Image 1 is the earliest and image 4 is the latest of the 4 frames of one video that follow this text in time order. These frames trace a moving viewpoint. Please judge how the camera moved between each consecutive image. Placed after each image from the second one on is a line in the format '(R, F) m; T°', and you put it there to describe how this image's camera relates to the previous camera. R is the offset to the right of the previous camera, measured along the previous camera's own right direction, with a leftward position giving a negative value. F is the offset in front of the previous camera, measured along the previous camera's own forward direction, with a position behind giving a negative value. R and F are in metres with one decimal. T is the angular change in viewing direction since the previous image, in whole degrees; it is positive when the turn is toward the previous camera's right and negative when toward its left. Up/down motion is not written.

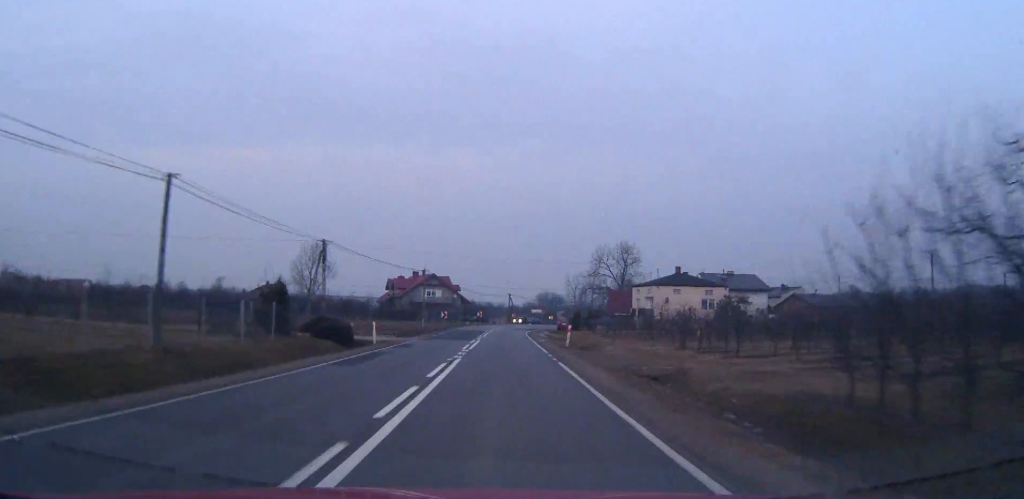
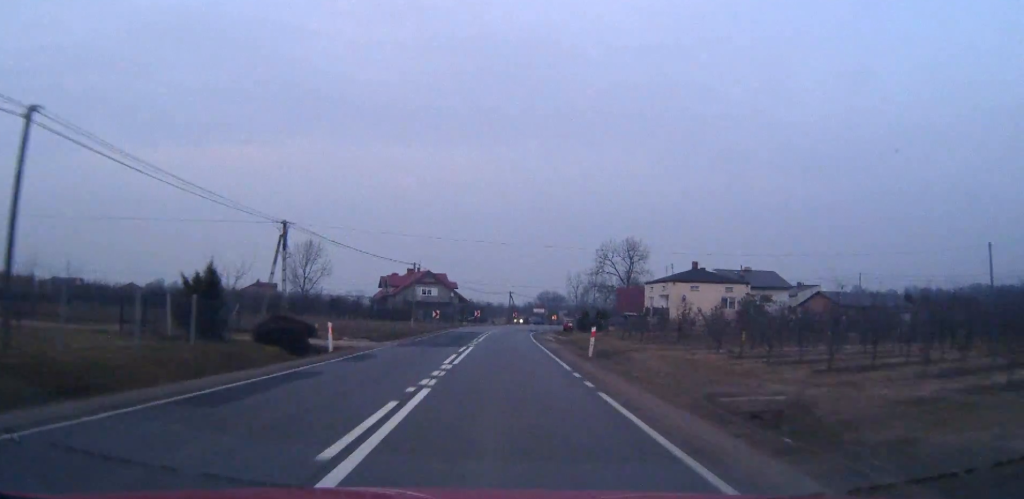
(0.0, +8.8) m; 0°
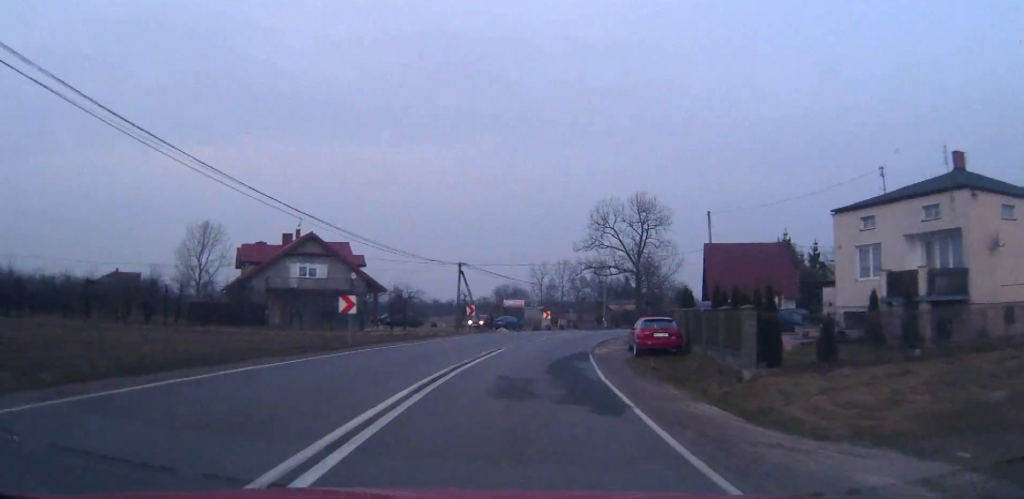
(+0.6, +61.2) m; +3°
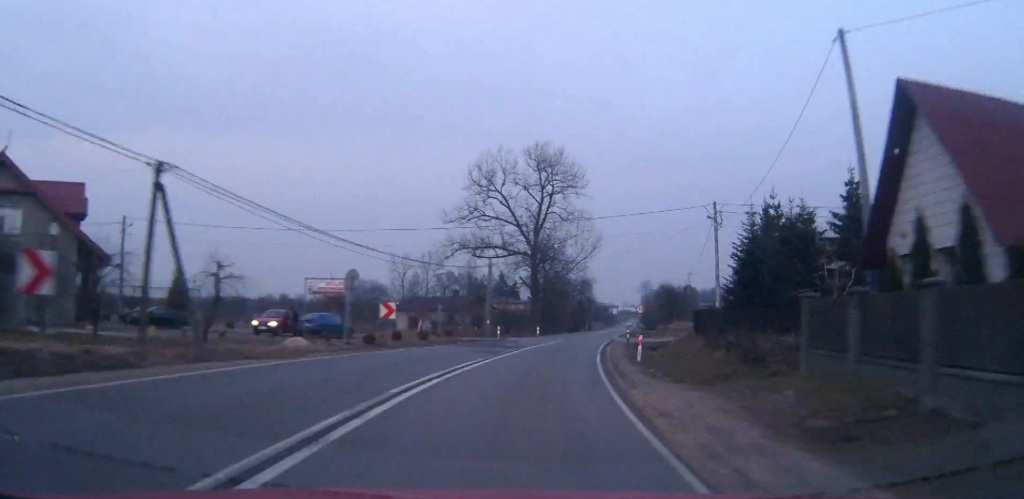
(+2.4, +35.8) m; +9°
